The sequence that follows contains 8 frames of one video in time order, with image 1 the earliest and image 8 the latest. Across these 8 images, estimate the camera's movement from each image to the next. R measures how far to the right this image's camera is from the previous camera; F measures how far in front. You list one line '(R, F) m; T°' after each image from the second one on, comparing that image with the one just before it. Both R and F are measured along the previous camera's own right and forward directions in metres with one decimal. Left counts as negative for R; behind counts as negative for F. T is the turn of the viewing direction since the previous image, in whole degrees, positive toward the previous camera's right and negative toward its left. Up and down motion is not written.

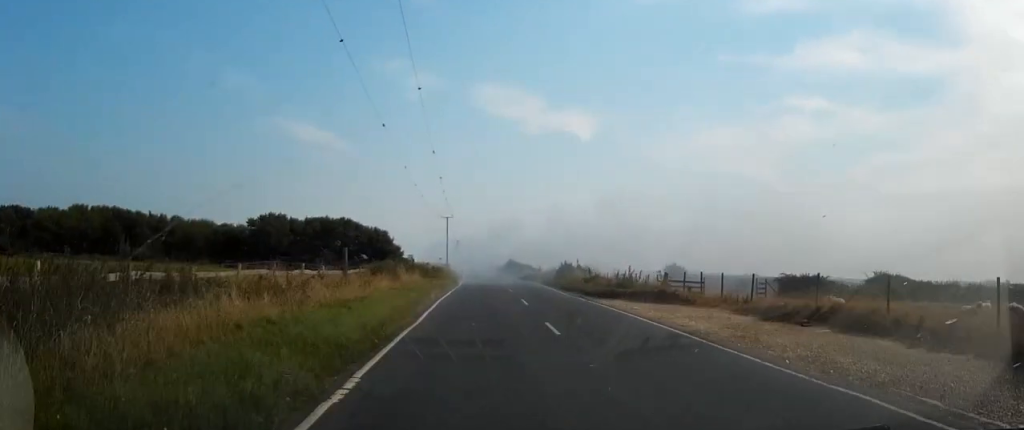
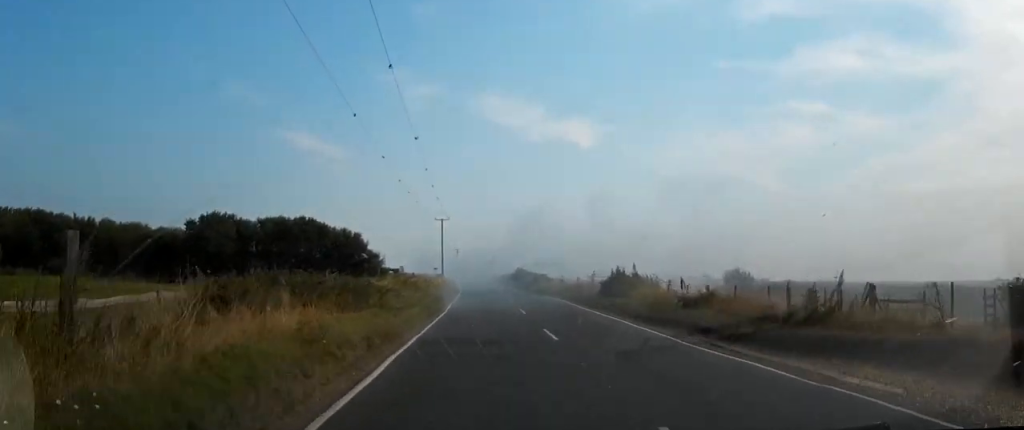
(+0.1, +16.7) m; 0°
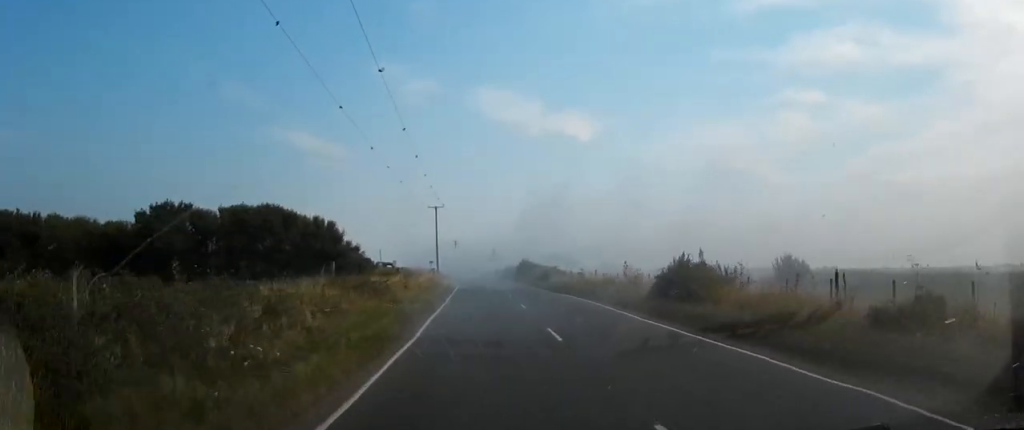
(+0.1, +9.2) m; 0°
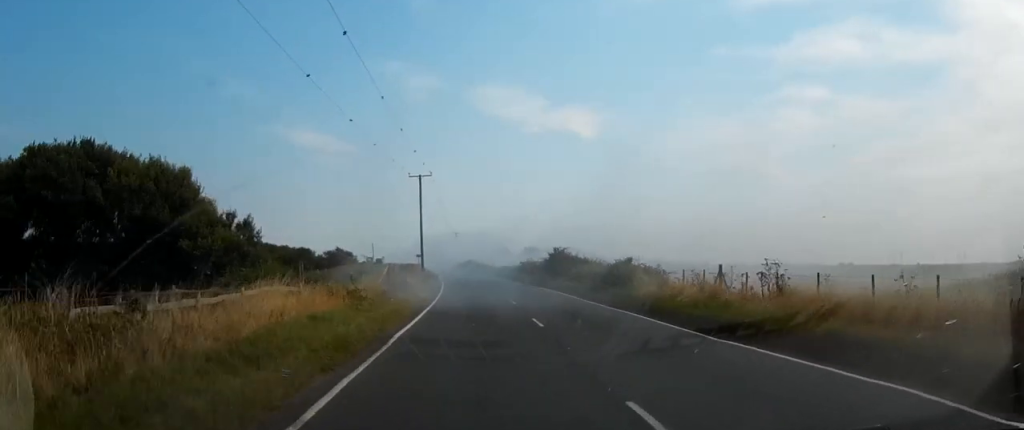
(-0.3, +25.2) m; -1°
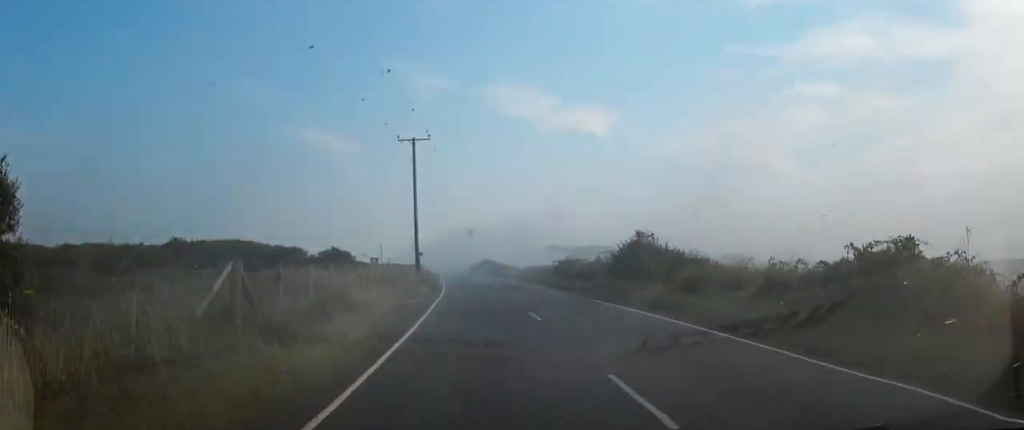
(-0.1, +16.9) m; -1°
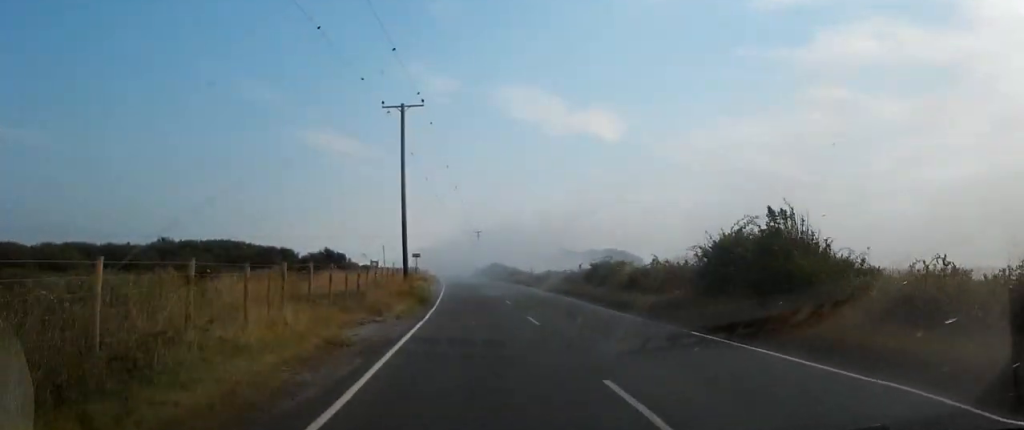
(+0.1, +9.4) m; -1°
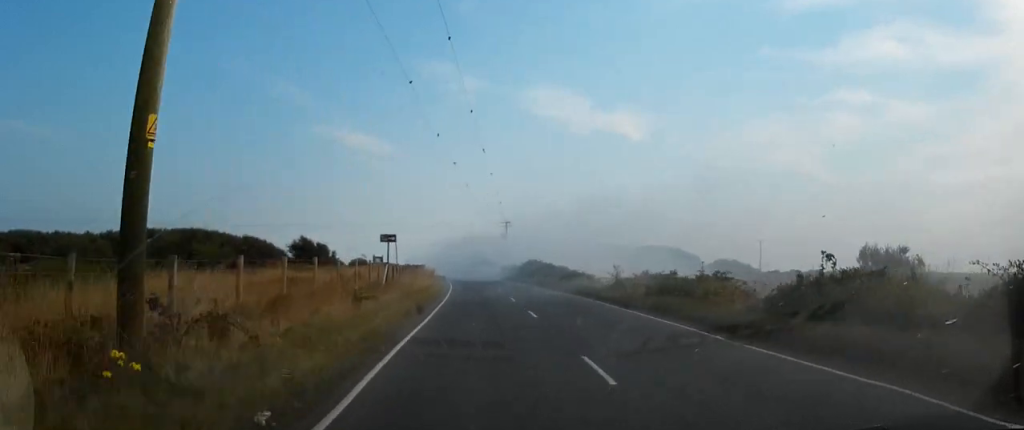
(-0.4, +24.7) m; -2°
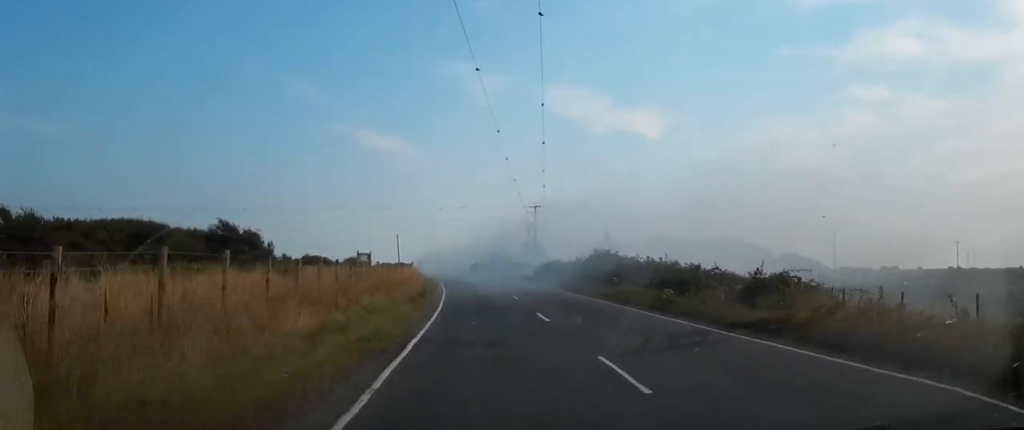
(-0.7, +27.4) m; -2°
